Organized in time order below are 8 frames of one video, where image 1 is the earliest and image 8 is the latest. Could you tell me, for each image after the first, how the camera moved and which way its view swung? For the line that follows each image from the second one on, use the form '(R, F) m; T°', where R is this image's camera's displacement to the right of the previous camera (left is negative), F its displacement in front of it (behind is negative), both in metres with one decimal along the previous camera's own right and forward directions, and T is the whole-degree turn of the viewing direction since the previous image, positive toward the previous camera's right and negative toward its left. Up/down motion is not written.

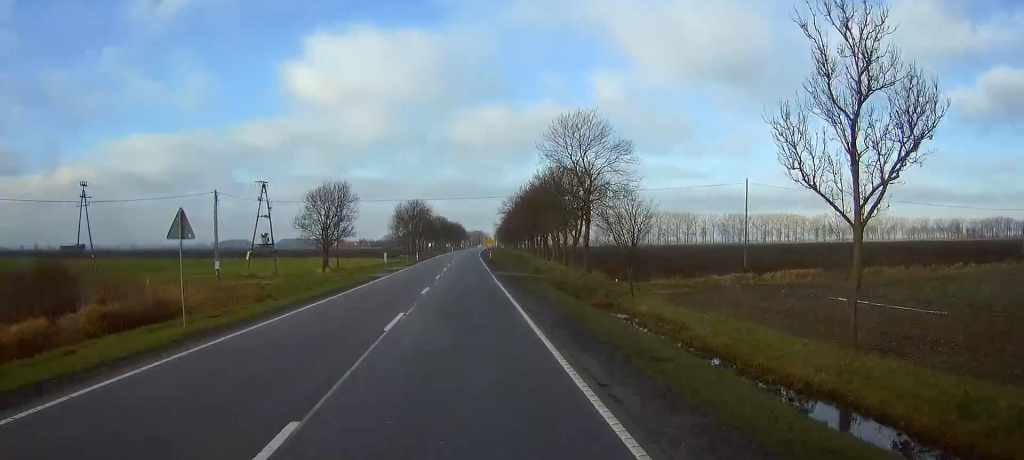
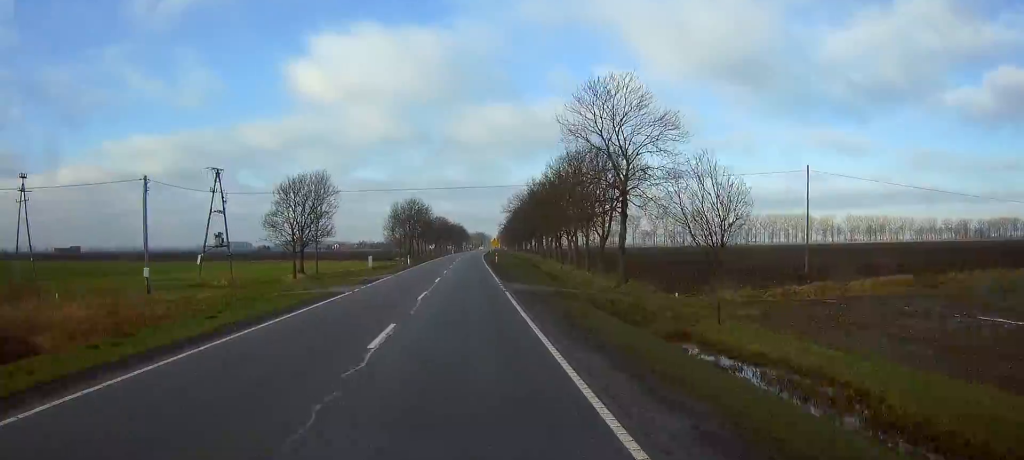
(0.0, +14.7) m; 0°
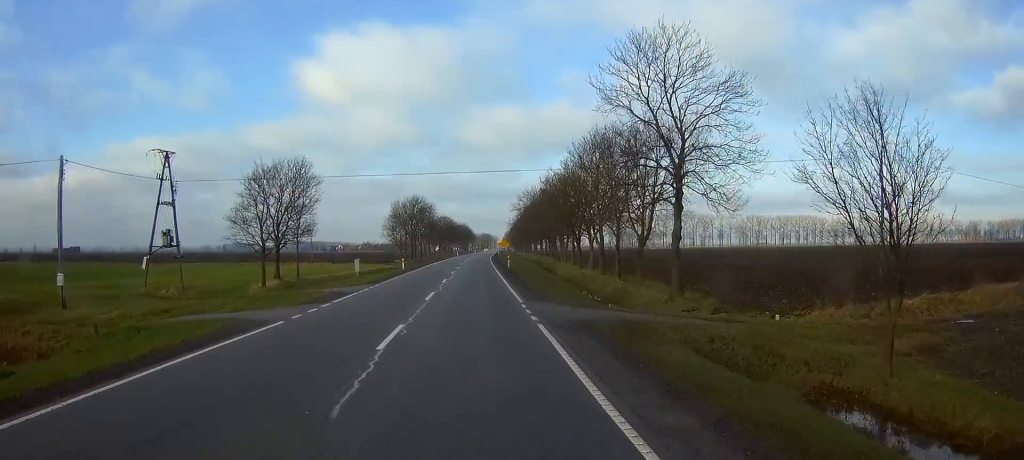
(0.0, +12.0) m; 0°
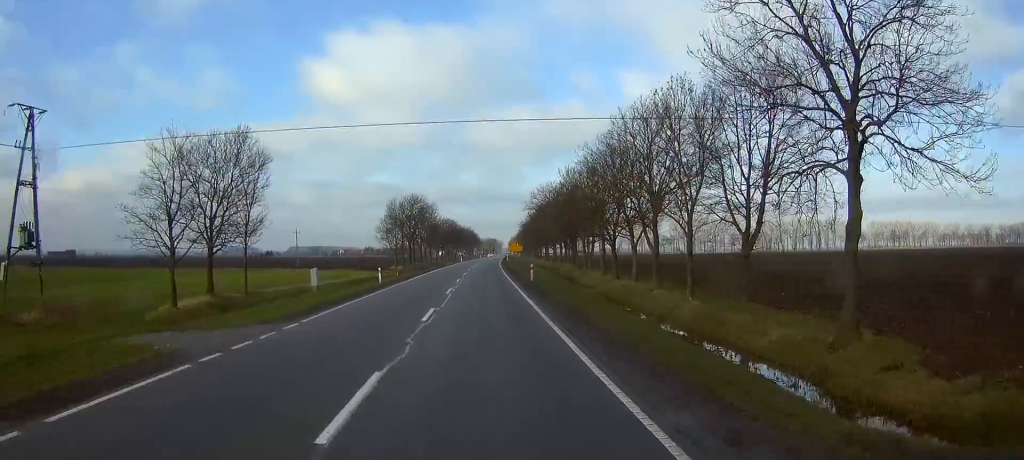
(-0.1, +18.3) m; 0°
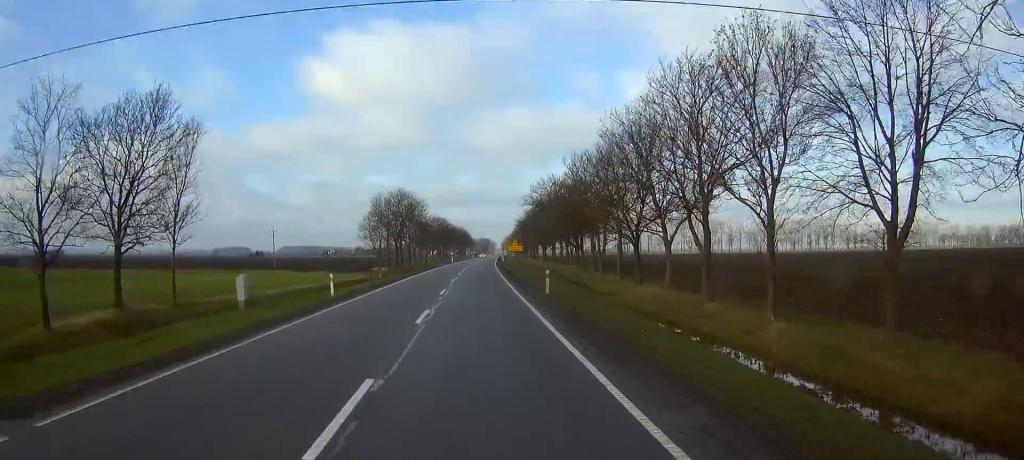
(0.0, +12.5) m; 0°
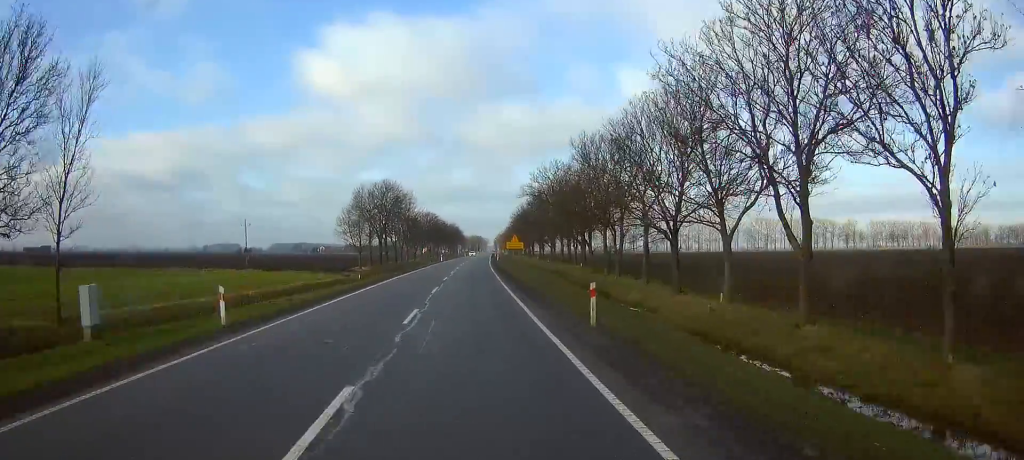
(0.0, +12.8) m; +1°
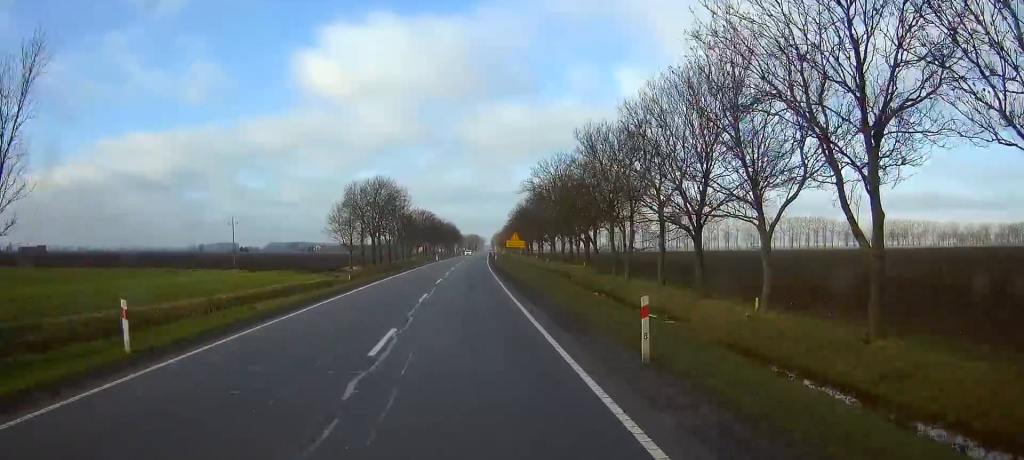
(0.0, +5.3) m; 0°
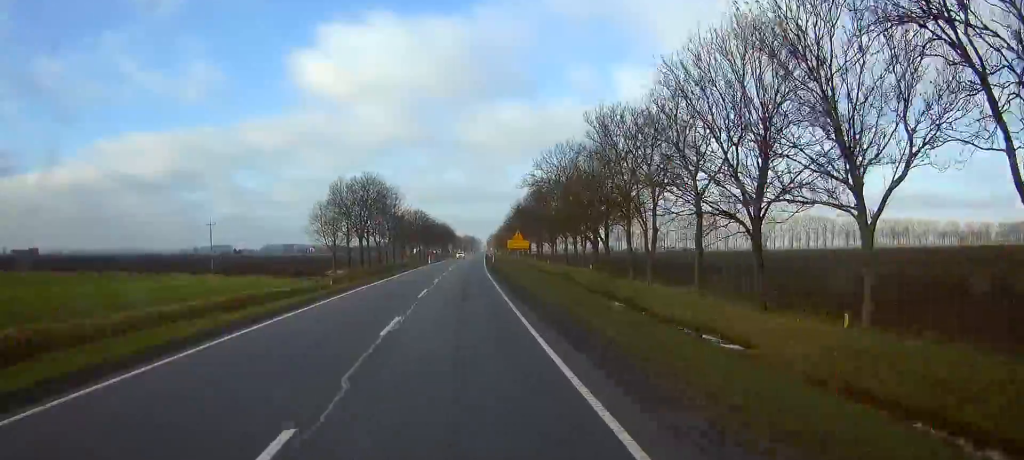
(0.0, +8.9) m; 0°
